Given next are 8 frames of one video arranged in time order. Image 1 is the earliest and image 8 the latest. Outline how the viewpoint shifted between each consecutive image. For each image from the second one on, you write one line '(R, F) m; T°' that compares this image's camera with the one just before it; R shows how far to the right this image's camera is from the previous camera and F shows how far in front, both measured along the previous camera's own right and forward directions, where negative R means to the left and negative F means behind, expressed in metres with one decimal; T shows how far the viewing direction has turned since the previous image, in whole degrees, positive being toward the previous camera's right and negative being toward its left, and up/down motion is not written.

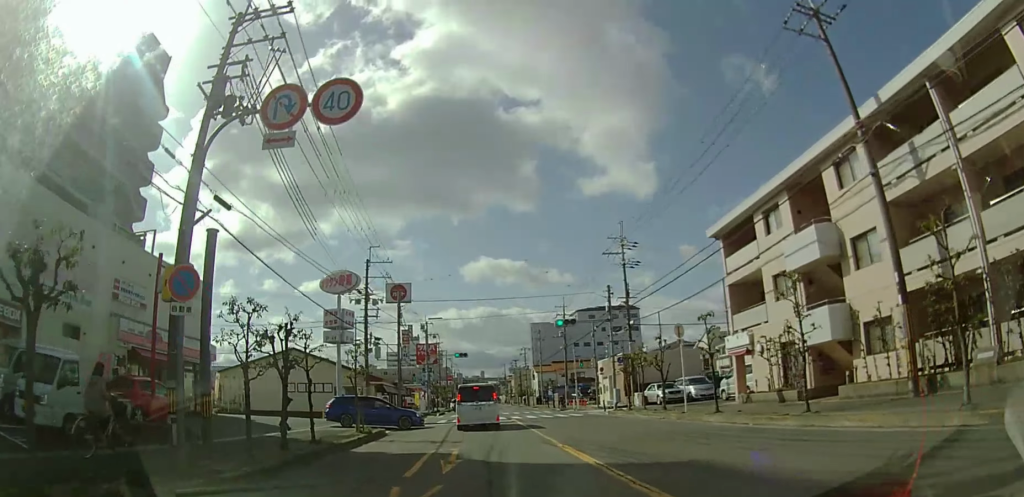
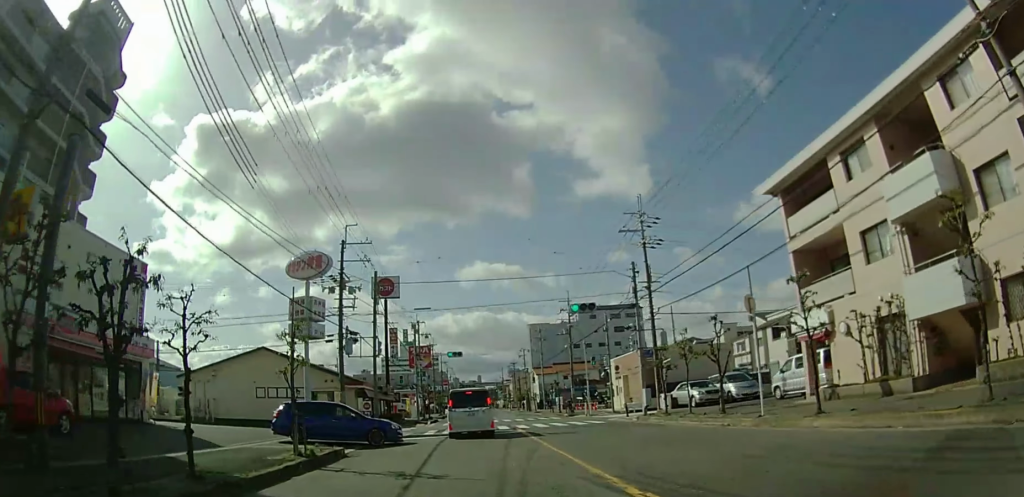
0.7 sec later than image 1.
(0.0, +6.3) m; +1°
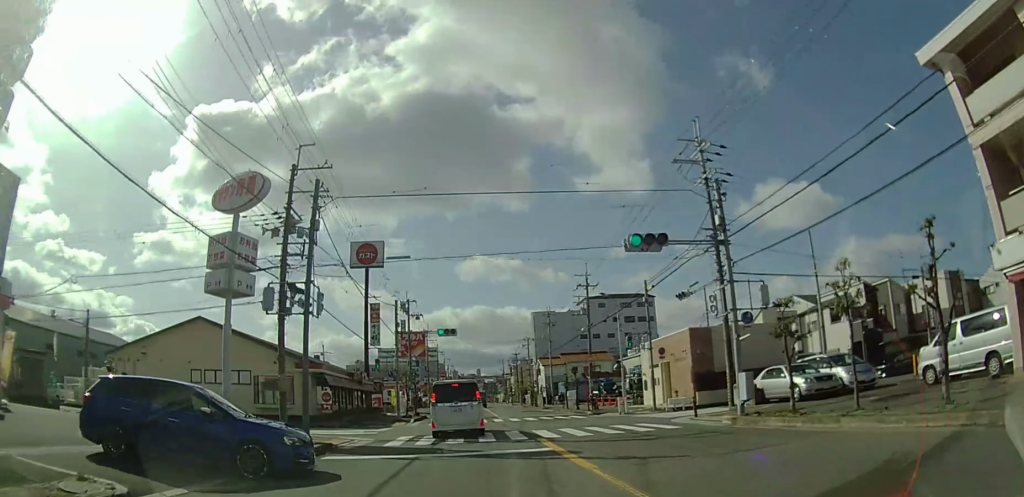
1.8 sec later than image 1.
(+0.2, +9.7) m; +2°
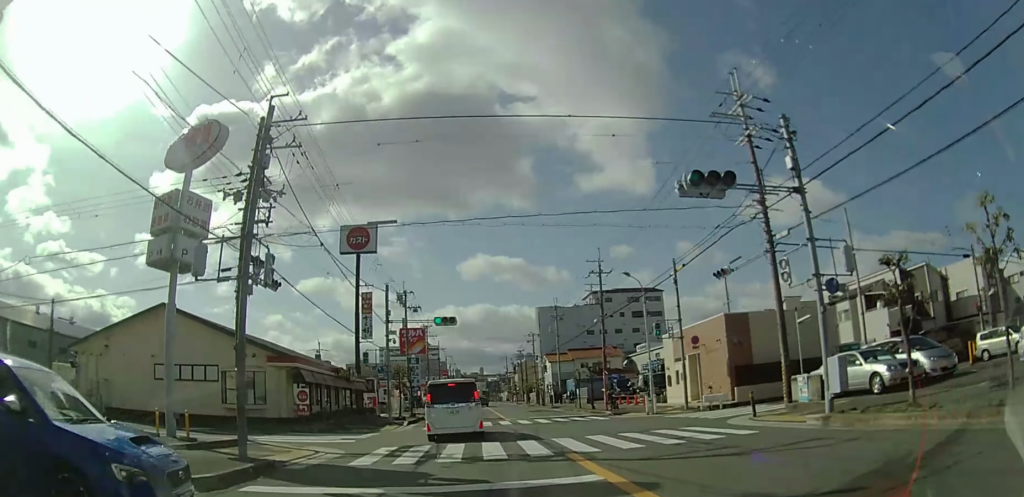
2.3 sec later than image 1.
(+0.1, +4.1) m; +1°
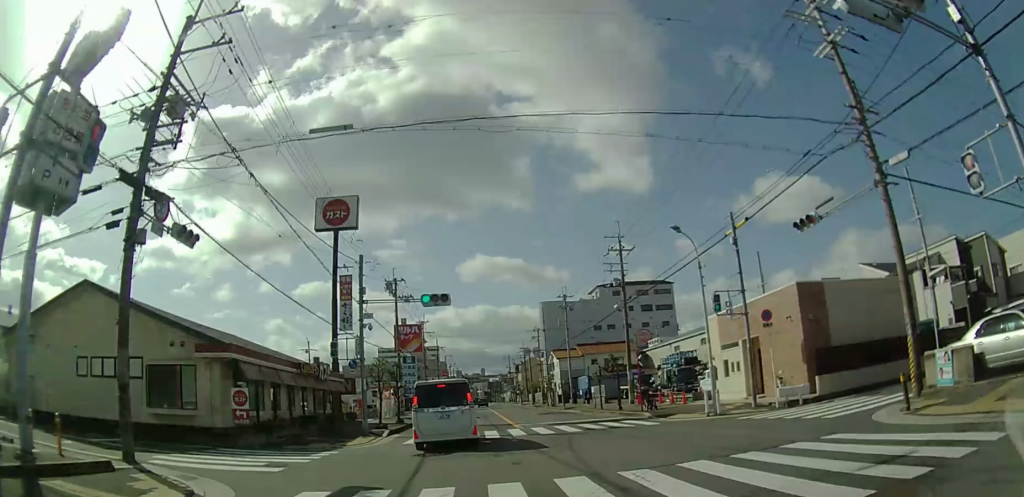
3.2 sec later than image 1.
(0.0, +7.1) m; 0°
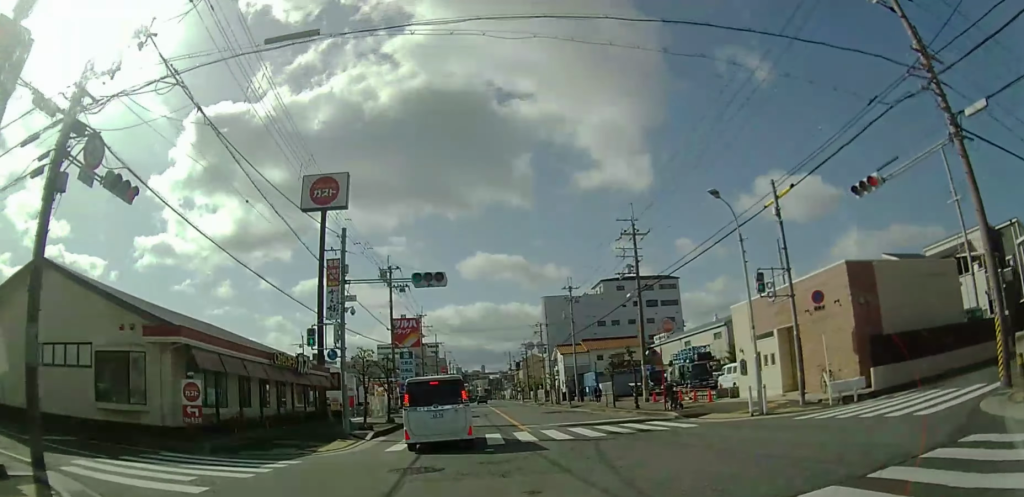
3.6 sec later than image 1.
(0.0, +3.1) m; +1°
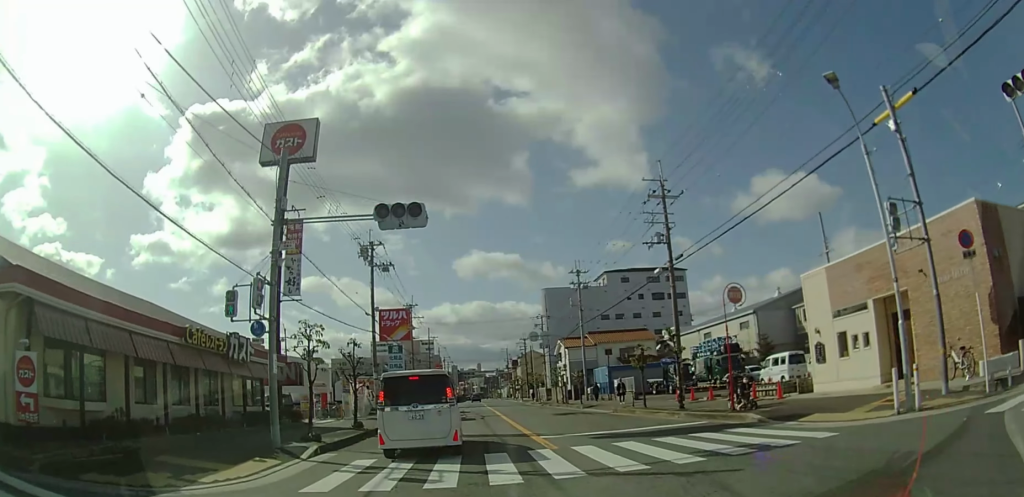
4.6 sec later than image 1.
(+0.1, +7.3) m; +1°
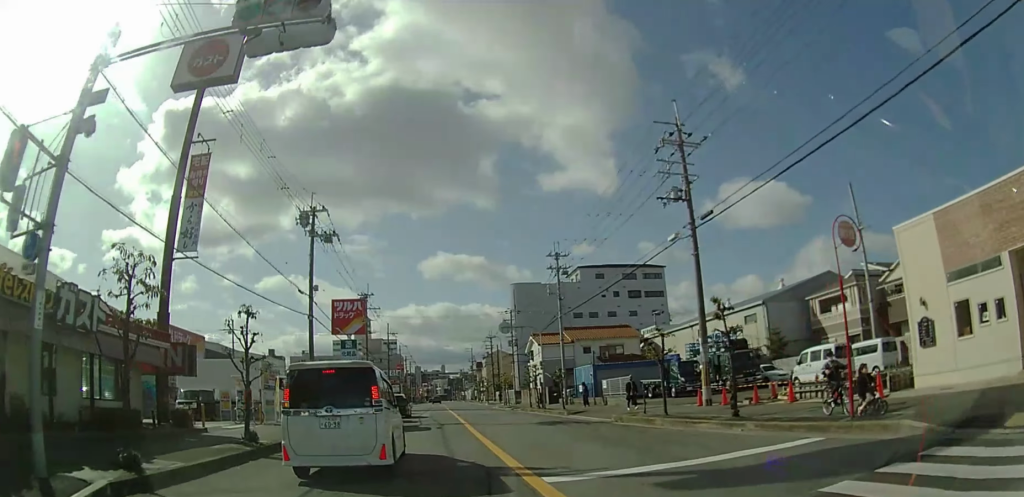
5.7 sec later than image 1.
(+0.1, +7.3) m; -1°
